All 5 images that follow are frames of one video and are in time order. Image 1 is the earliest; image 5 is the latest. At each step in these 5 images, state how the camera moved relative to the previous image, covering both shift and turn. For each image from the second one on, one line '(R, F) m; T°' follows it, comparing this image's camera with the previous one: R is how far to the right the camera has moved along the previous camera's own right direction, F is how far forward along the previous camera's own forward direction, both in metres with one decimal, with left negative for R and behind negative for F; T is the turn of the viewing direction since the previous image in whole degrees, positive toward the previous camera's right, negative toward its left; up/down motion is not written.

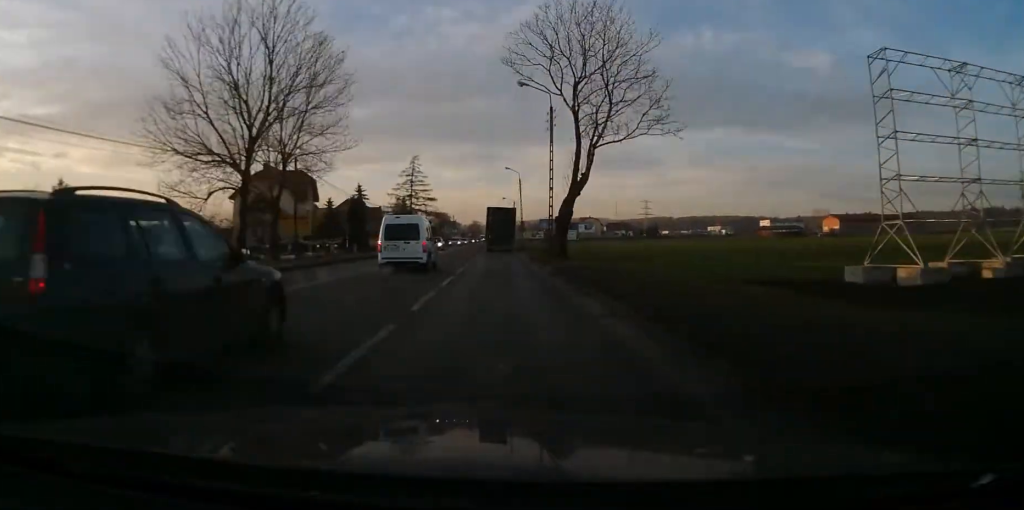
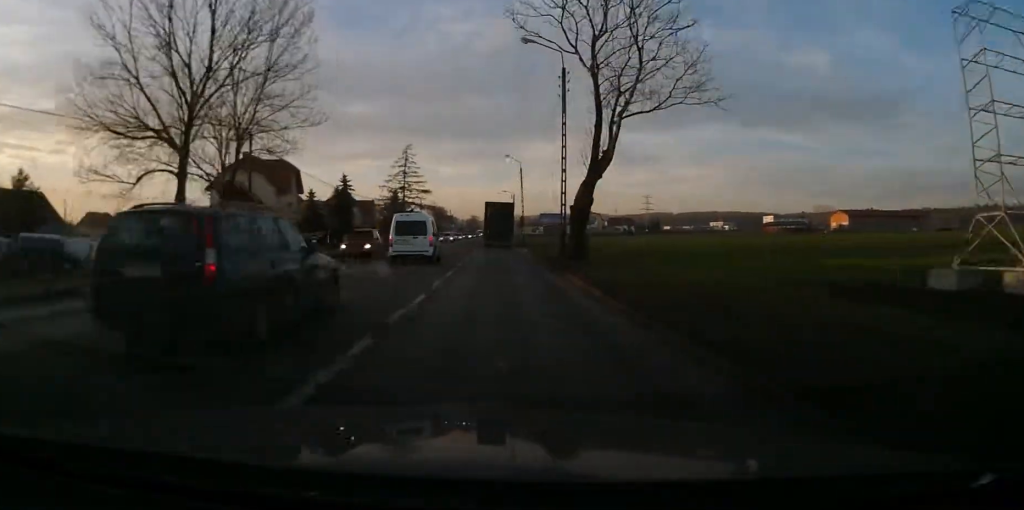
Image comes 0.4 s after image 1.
(0.0, +7.7) m; 0°
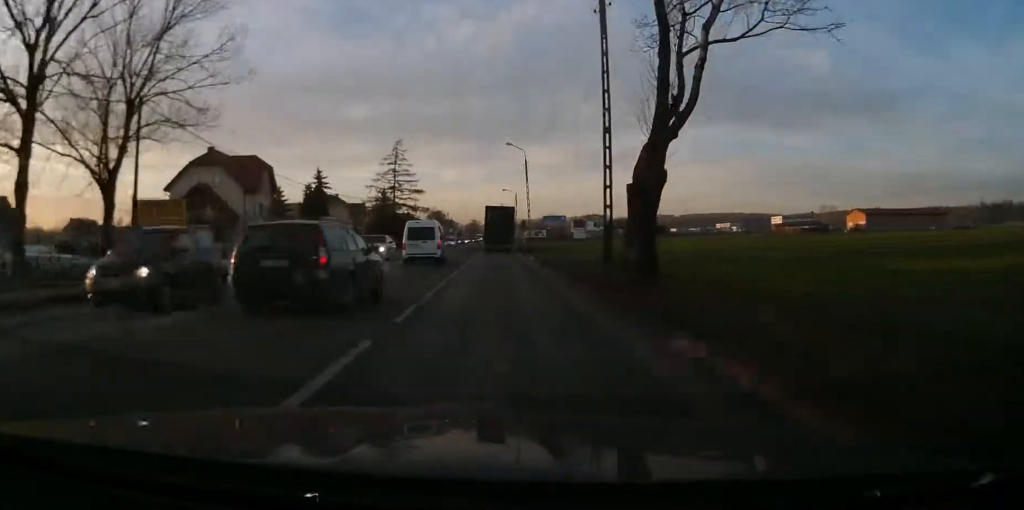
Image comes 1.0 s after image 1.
(0.0, +11.5) m; 0°
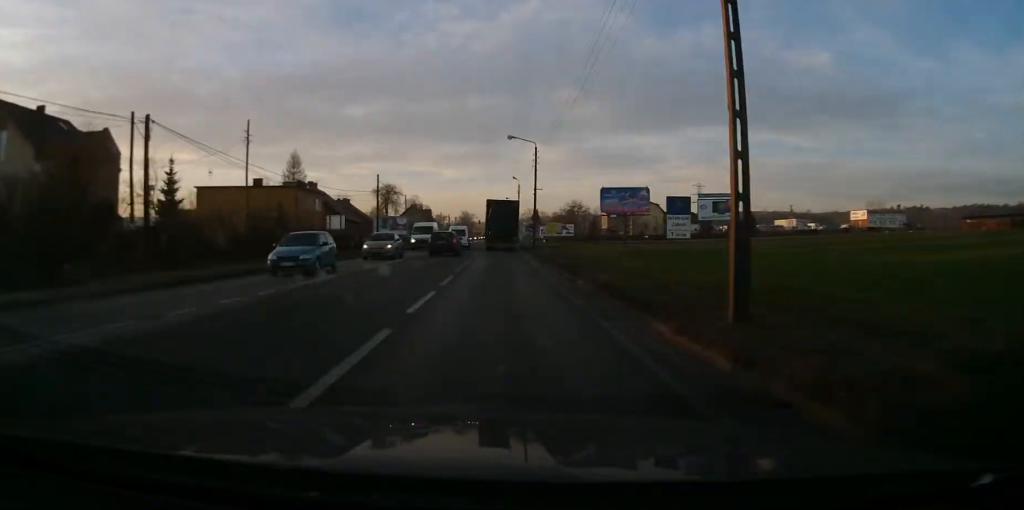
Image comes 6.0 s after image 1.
(-2.3, +96.6) m; -1°
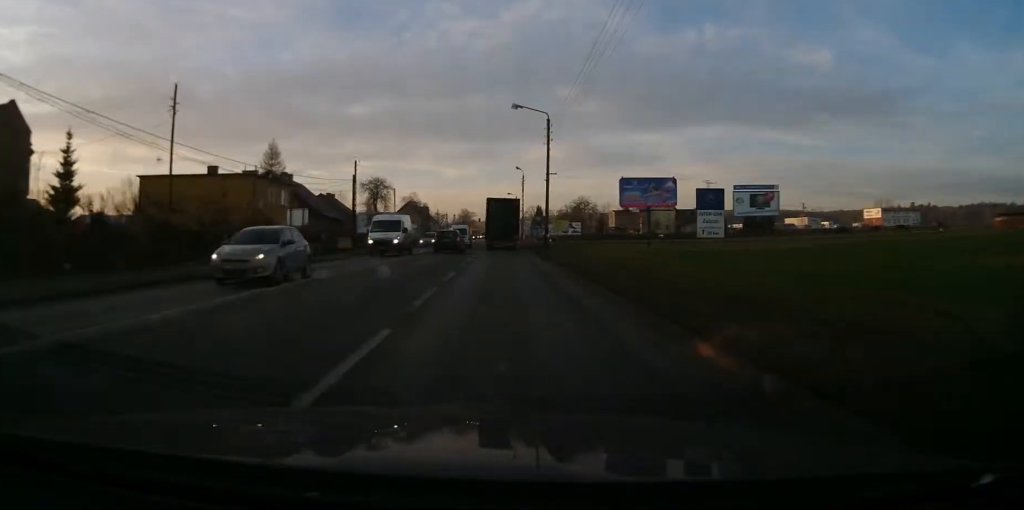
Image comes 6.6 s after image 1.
(0.0, +11.7) m; +1°
